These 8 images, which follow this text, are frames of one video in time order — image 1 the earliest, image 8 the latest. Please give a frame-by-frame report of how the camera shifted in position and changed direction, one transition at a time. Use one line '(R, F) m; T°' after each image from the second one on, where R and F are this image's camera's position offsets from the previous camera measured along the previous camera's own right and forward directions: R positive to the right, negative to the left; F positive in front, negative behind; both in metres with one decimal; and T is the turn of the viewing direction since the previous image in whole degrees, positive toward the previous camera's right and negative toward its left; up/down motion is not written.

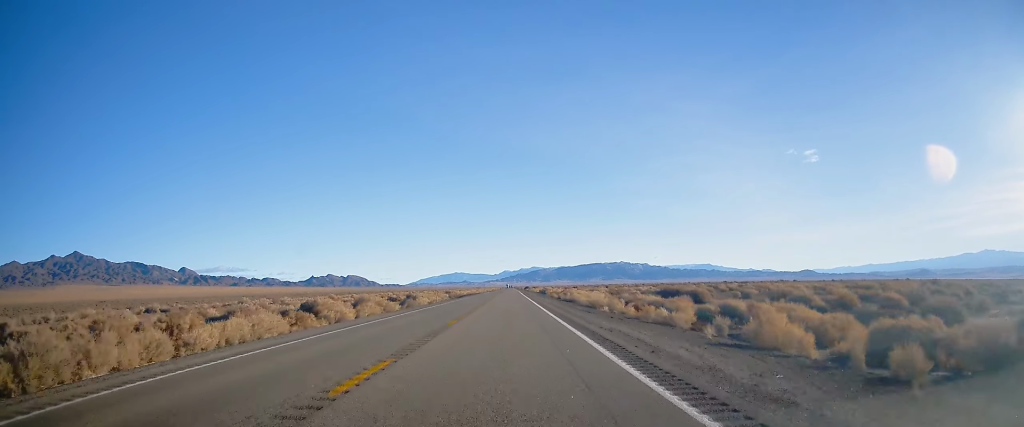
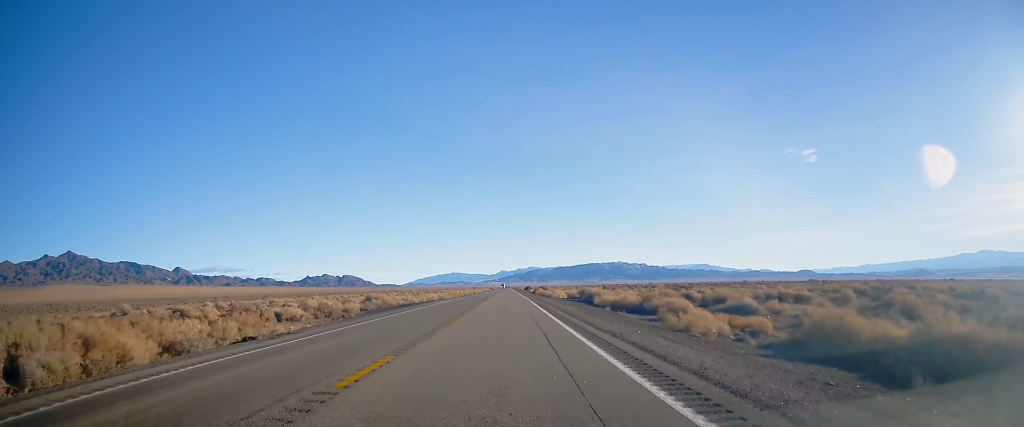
(0.0, +84.8) m; 0°
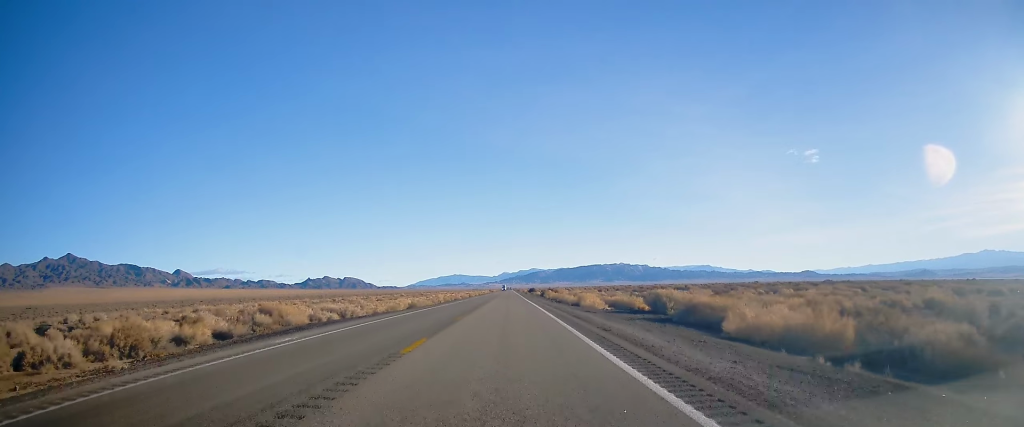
(-0.1, +33.0) m; 0°
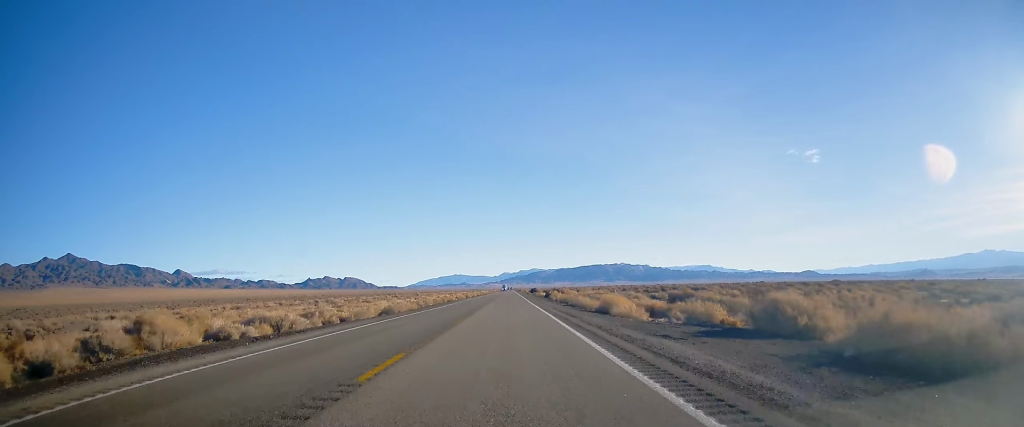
(+0.1, +15.4) m; 0°
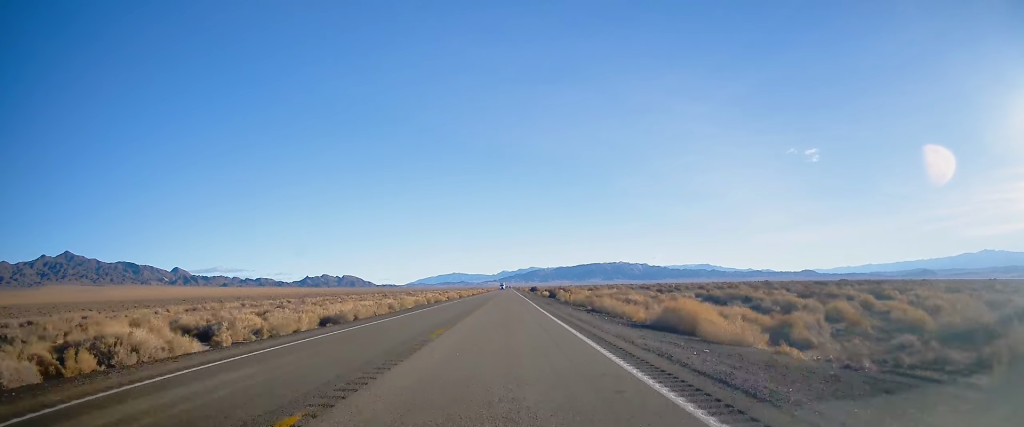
(+0.1, +17.7) m; 0°
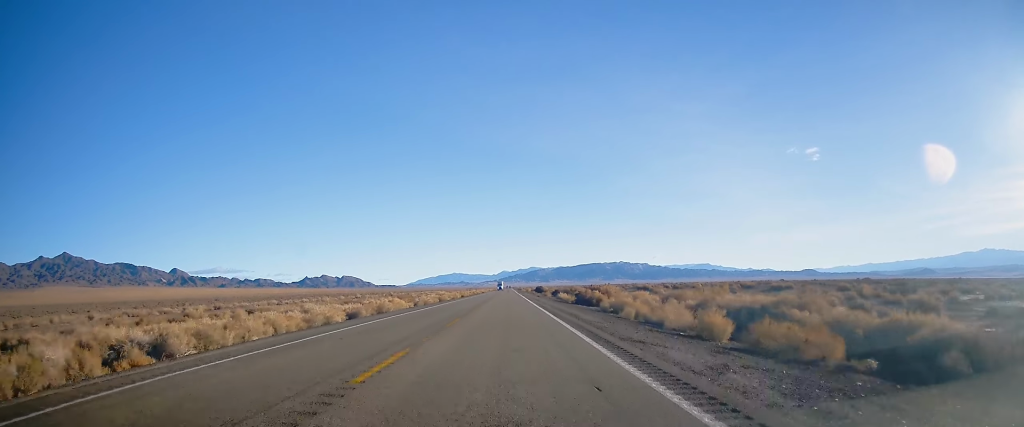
(-0.4, +43.1) m; -1°
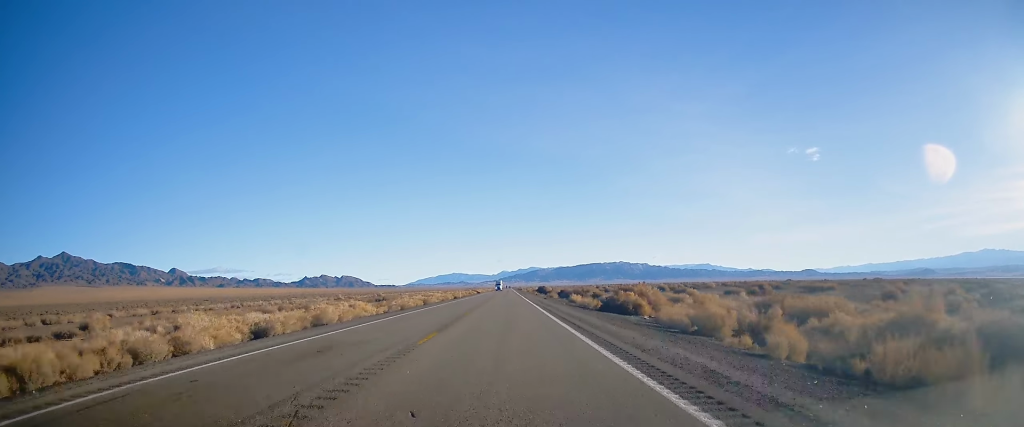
(-0.5, +18.6) m; 0°
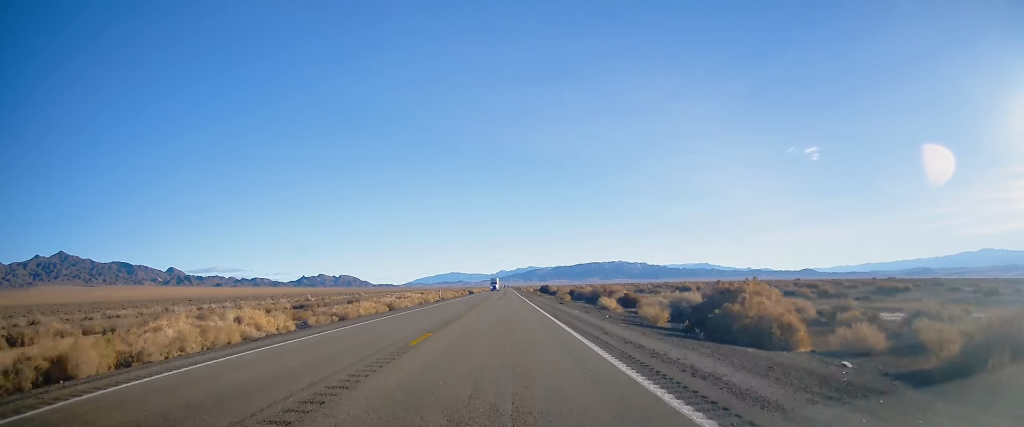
(+0.5, +24.6) m; 0°
